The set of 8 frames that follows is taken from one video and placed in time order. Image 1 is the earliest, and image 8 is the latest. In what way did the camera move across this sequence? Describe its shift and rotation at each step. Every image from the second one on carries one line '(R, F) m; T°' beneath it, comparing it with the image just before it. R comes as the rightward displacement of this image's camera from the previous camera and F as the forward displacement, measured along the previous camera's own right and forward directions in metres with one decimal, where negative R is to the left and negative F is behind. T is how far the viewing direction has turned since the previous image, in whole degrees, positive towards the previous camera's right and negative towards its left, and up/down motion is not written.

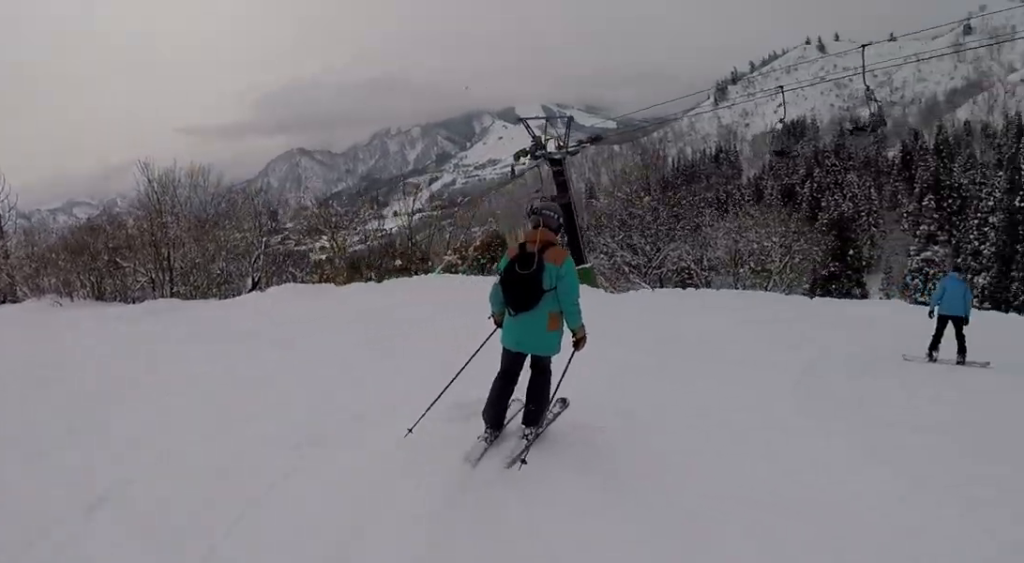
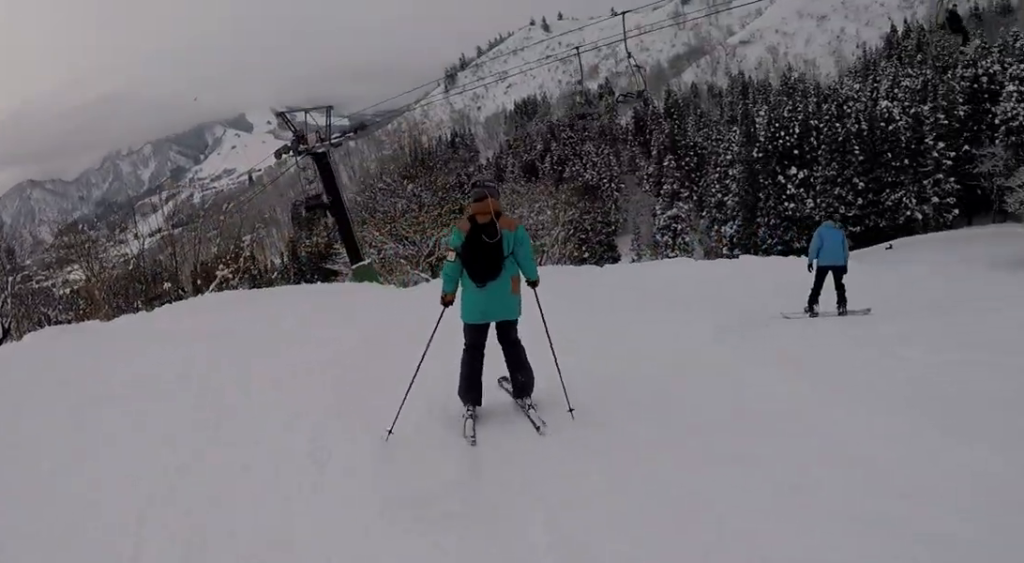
(+0.2, +2.7) m; +15°
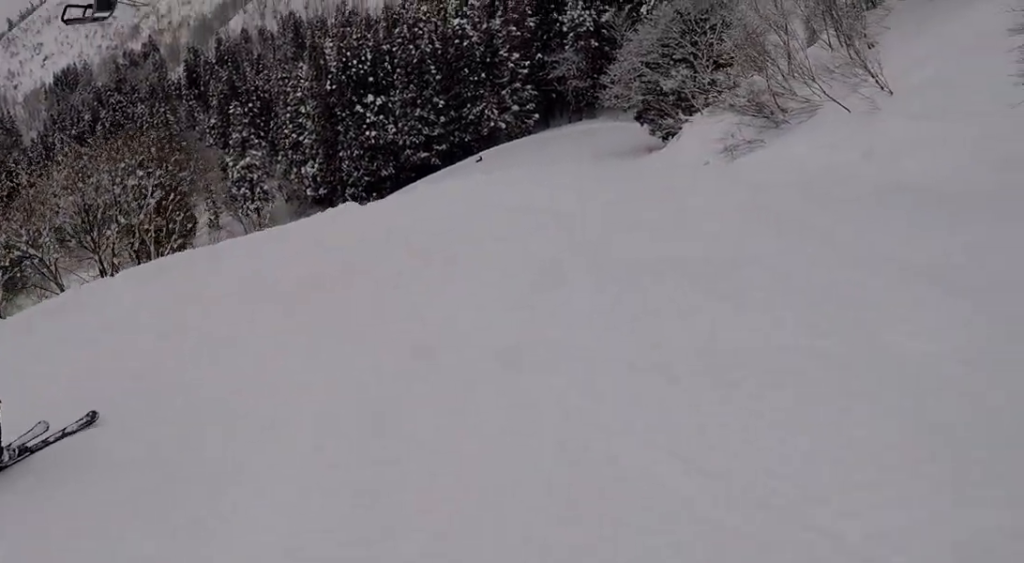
(+8.0, +7.2) m; +69°
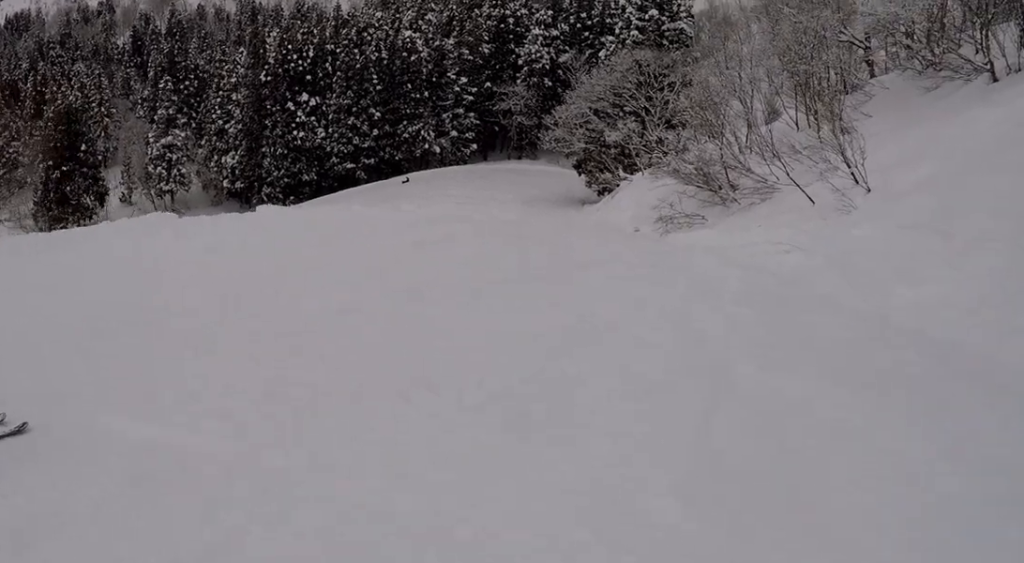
(0.0, +6.3) m; -4°
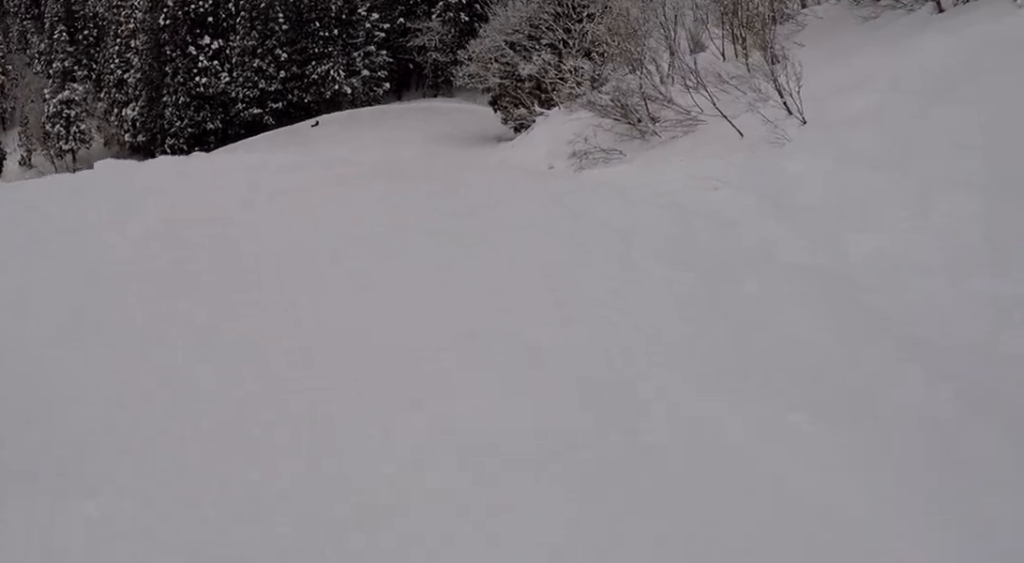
(-0.1, +2.5) m; -4°
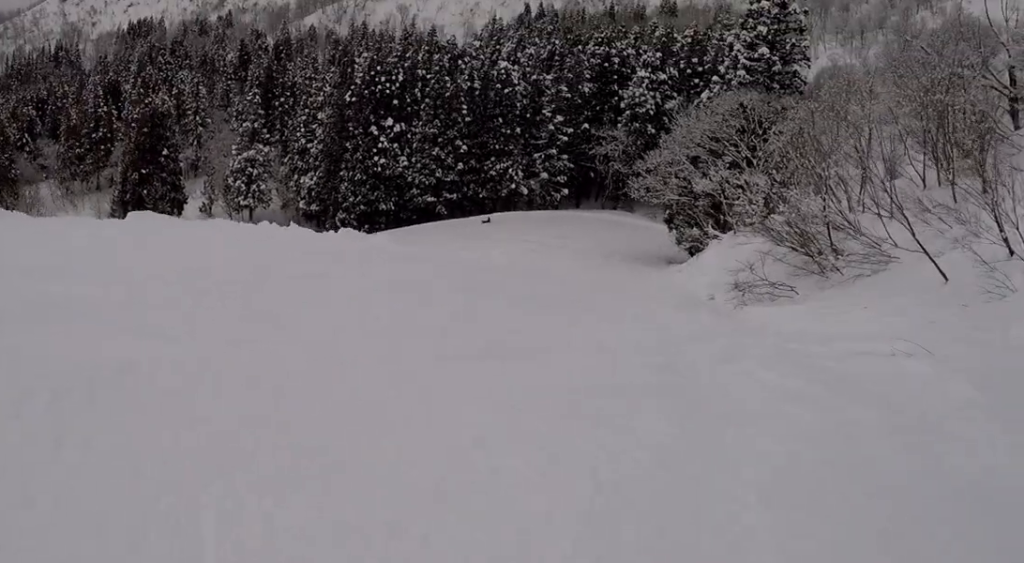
(-0.3, +3.7) m; -8°
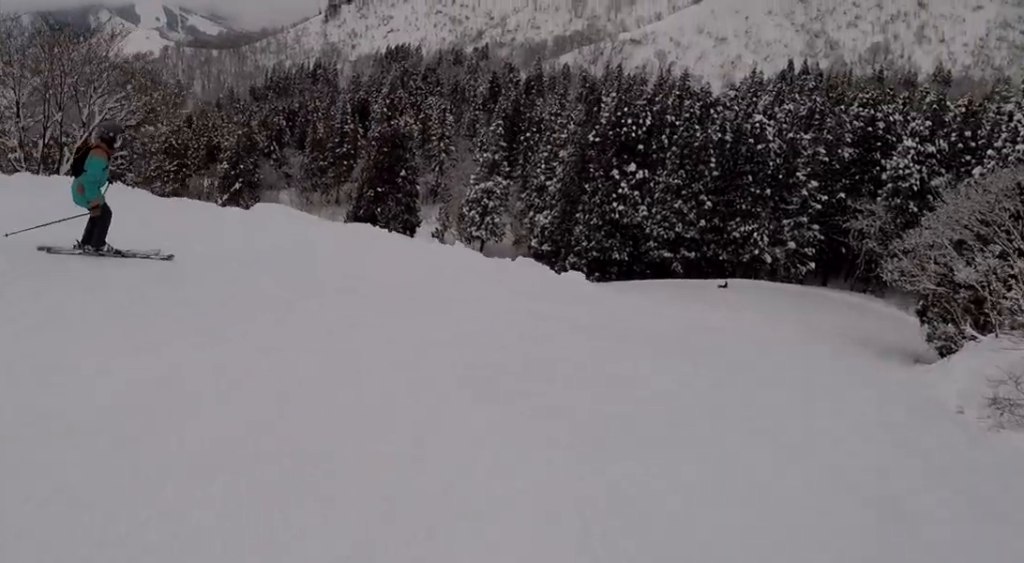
(-0.1, +2.4) m; -2°
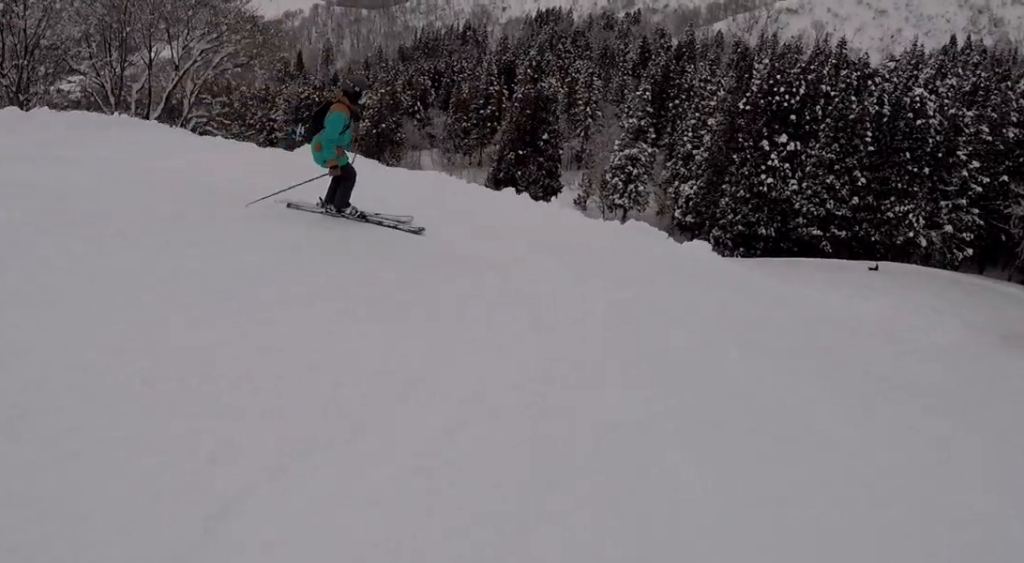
(-0.1, +2.4) m; -1°
